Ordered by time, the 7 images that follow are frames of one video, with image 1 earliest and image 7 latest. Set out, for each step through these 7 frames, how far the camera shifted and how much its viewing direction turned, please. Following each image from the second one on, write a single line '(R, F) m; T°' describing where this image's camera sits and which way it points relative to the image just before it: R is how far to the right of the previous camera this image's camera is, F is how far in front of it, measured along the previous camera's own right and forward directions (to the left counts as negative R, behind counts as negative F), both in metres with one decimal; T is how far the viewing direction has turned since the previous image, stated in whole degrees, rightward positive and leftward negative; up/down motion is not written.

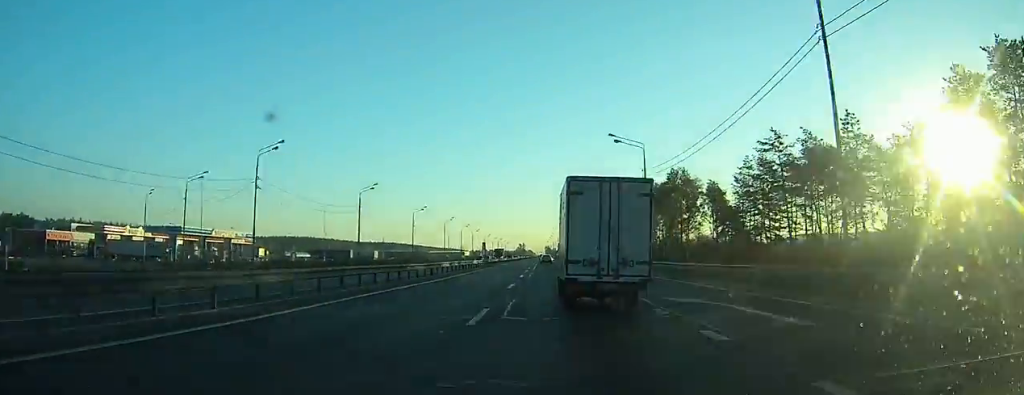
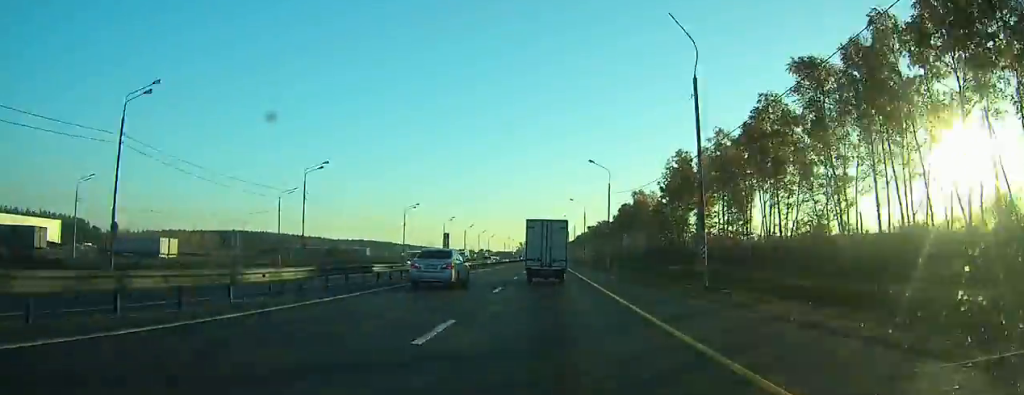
(-1.6, +145.6) m; 0°
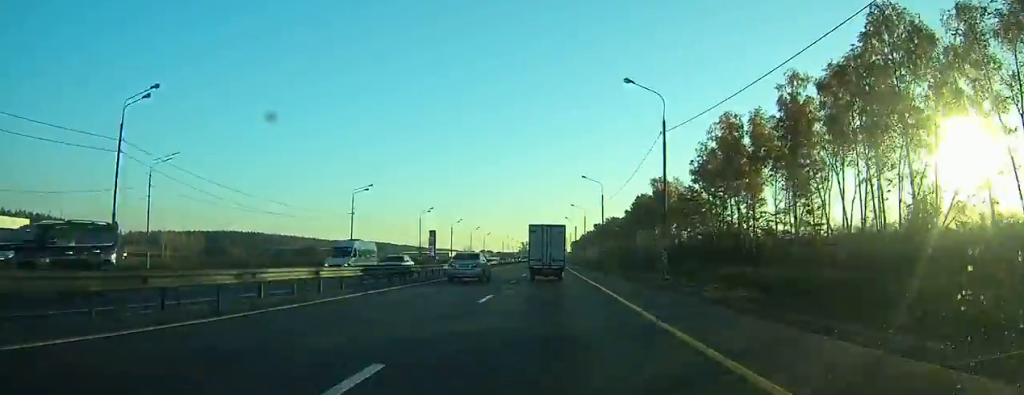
(+0.1, +30.1) m; 0°
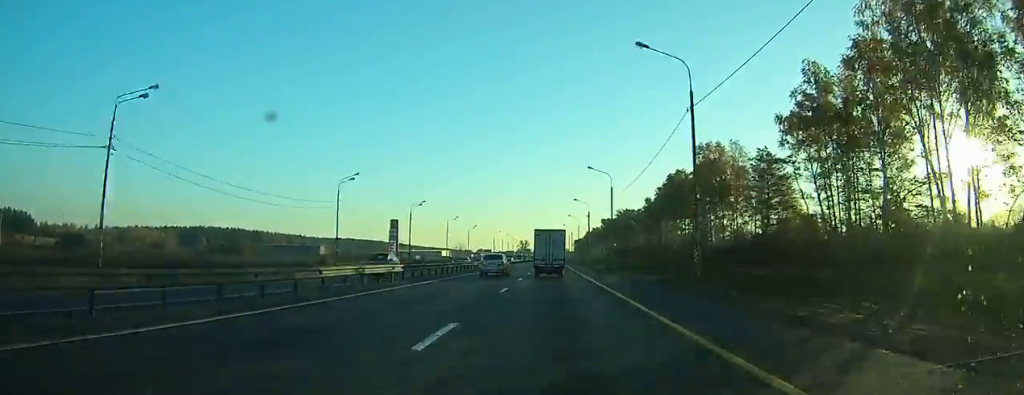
(-0.2, +44.6) m; 0°
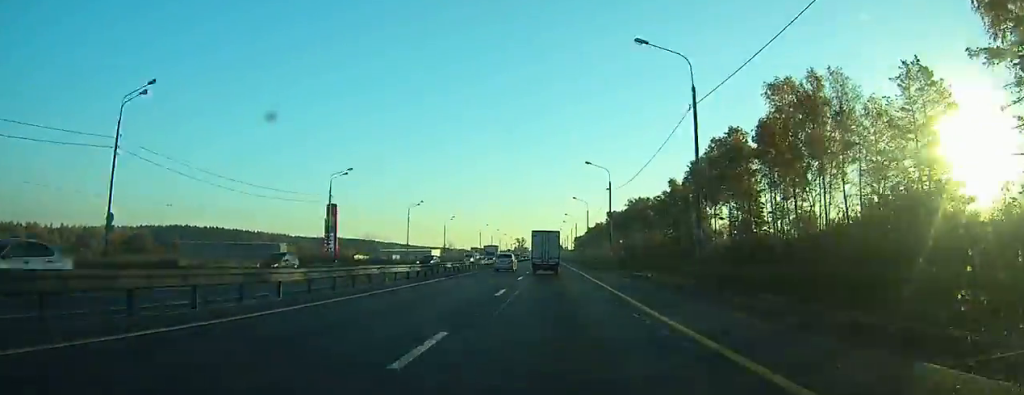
(-0.1, +35.8) m; 0°
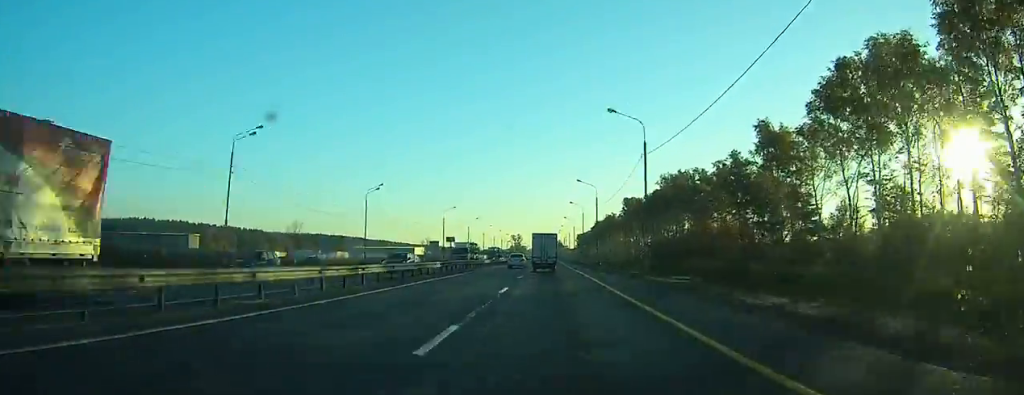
(-0.1, +56.9) m; 0°
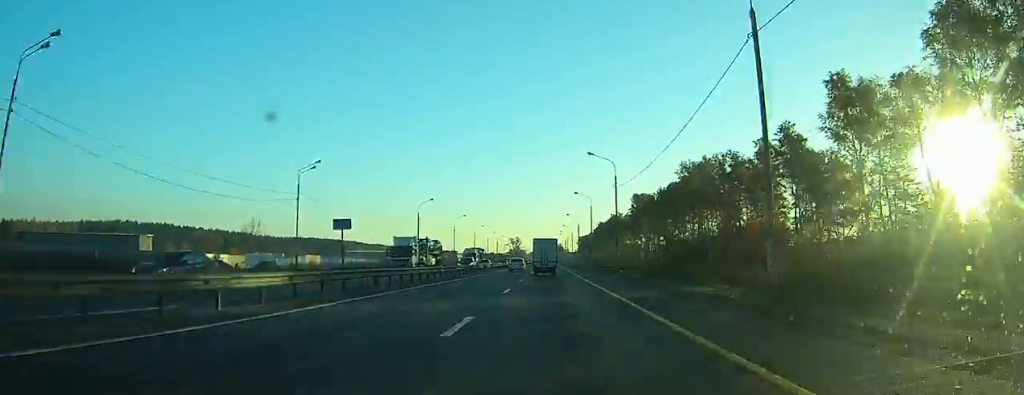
(0.0, +23.0) m; 0°
